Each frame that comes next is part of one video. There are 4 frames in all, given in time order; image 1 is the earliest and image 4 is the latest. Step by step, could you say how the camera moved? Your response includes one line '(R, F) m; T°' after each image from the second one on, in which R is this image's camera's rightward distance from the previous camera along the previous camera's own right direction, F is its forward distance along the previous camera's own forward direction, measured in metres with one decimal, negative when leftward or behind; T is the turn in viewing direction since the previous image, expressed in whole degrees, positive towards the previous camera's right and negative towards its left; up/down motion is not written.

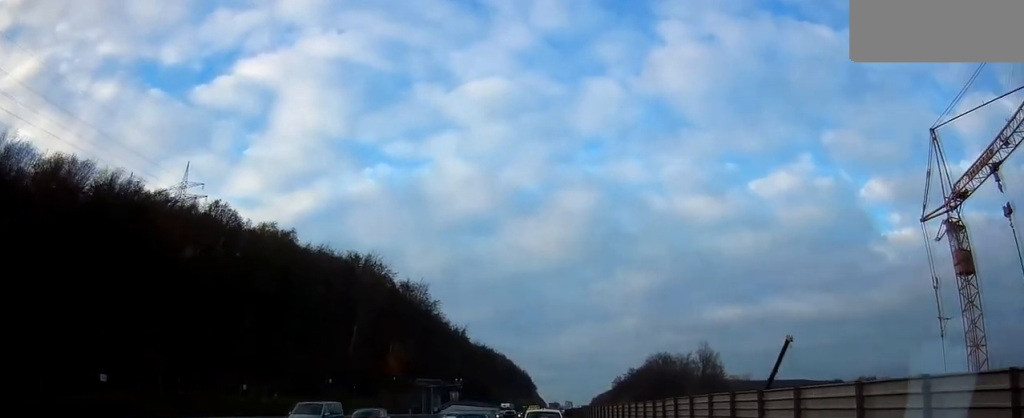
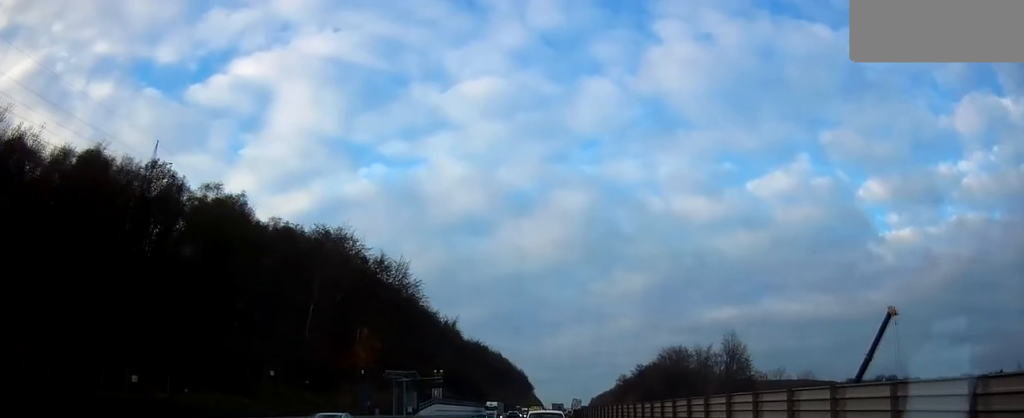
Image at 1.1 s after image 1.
(+0.6, +19.6) m; +1°
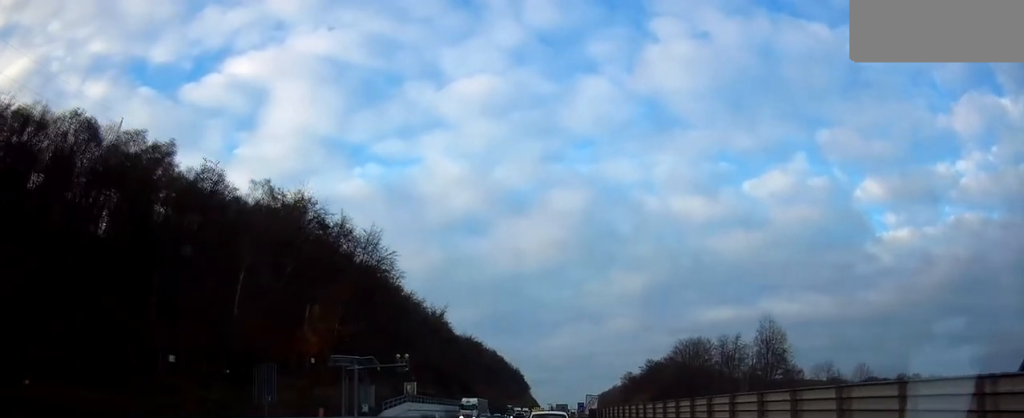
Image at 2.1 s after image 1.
(-0.2, +20.2) m; -1°
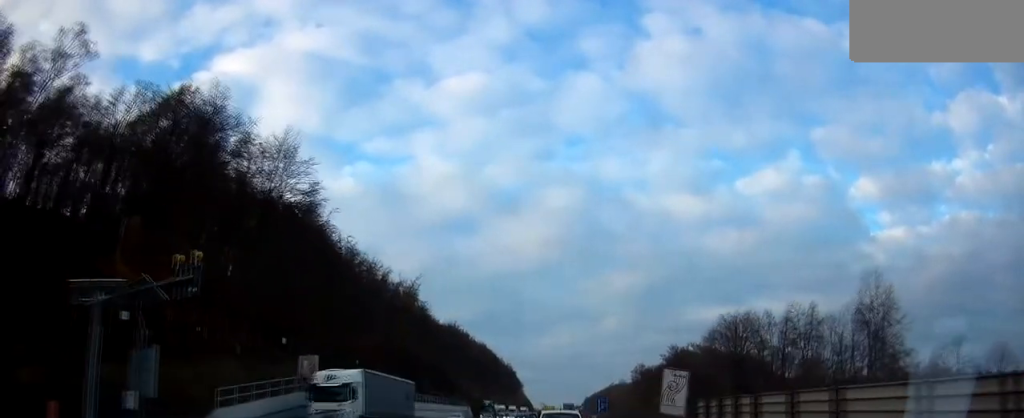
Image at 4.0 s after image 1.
(+0.7, +34.2) m; +2°
